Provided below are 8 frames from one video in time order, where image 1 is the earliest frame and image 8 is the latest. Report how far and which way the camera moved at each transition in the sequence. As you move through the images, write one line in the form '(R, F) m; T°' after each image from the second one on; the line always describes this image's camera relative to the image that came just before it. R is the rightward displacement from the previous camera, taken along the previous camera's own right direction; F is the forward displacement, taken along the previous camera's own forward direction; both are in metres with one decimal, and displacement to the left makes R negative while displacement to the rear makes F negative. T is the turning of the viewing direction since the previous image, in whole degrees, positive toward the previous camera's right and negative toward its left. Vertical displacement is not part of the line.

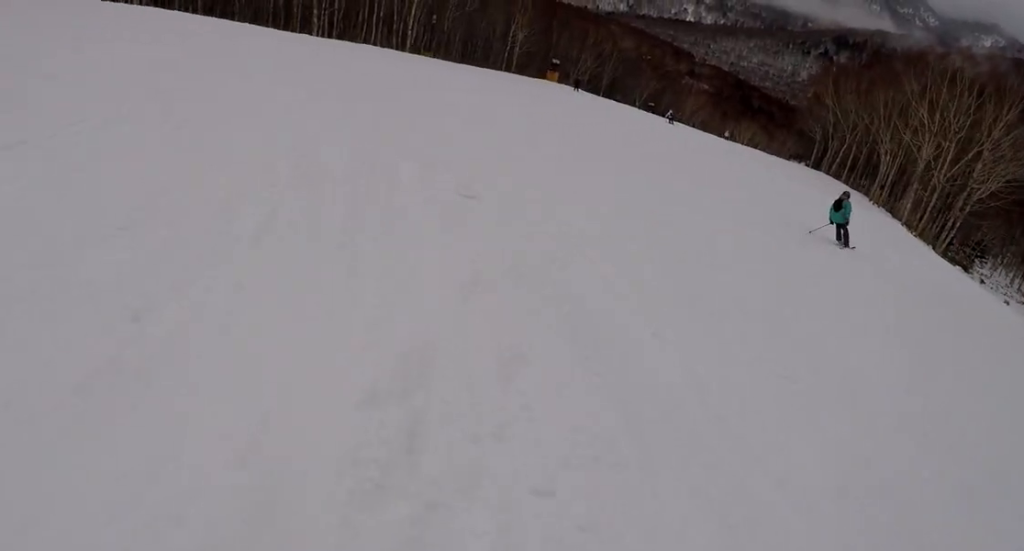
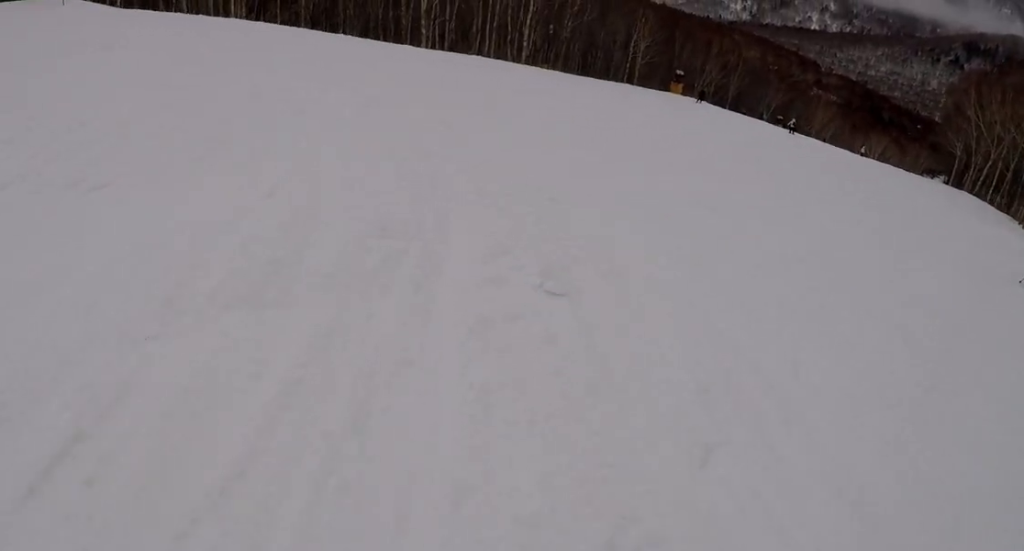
(-0.6, +2.9) m; +5°
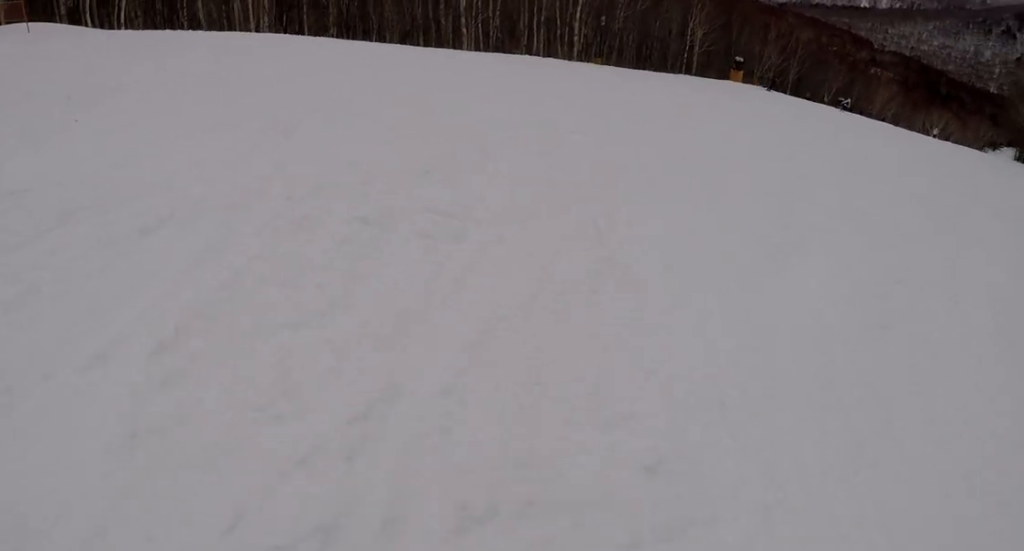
(-0.5, +4.3) m; +10°
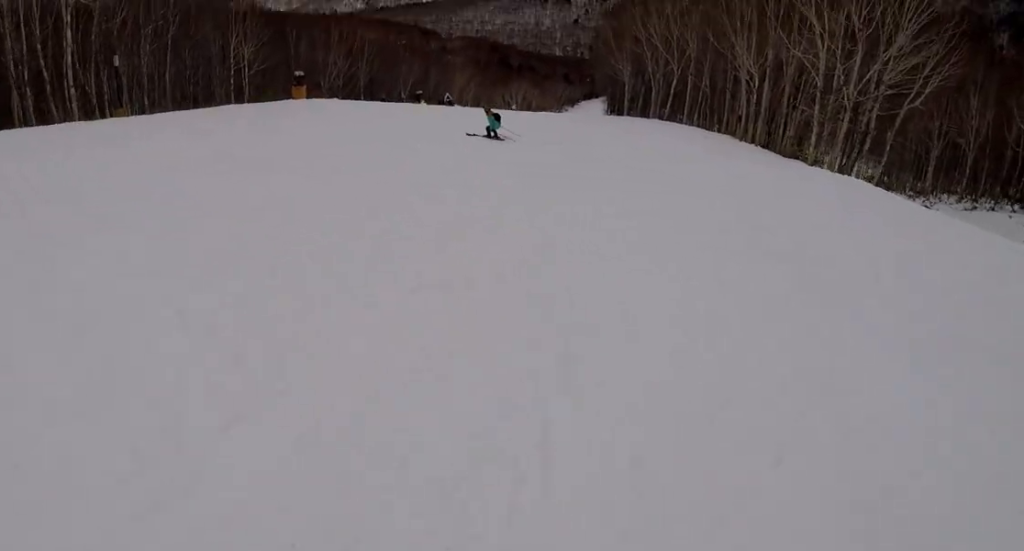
(+4.4, +12.4) m; +18°
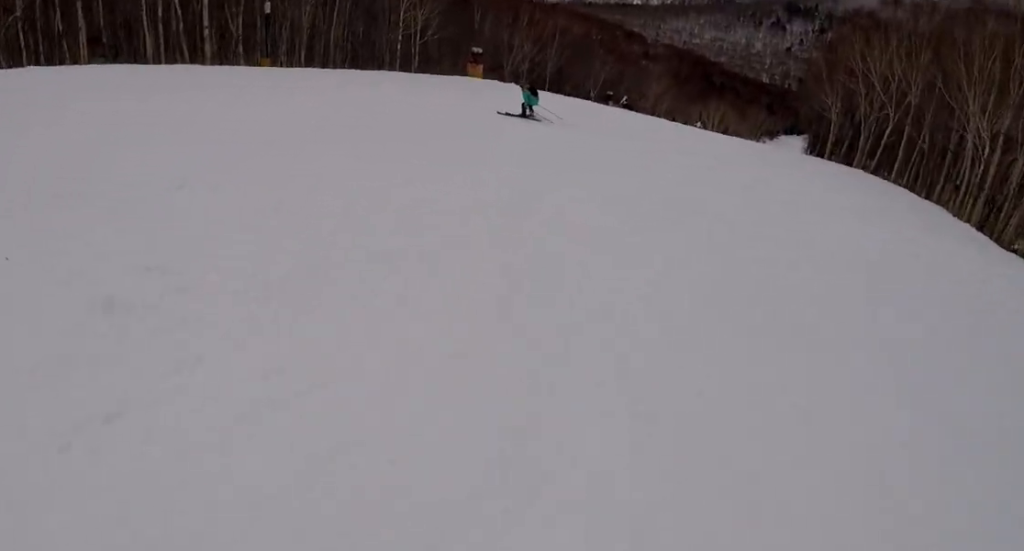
(+0.2, +4.2) m; -14°
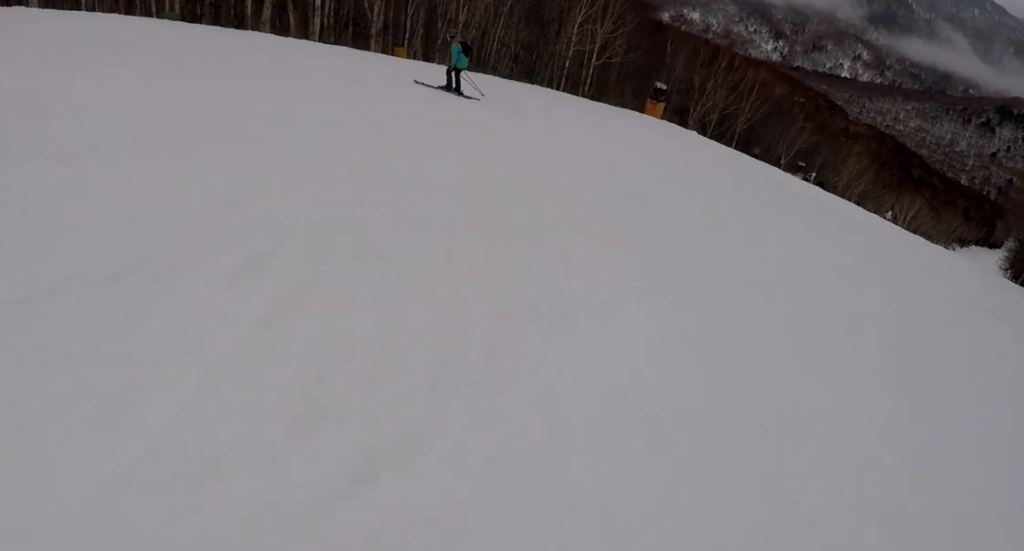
(-2.0, +6.3) m; -19°
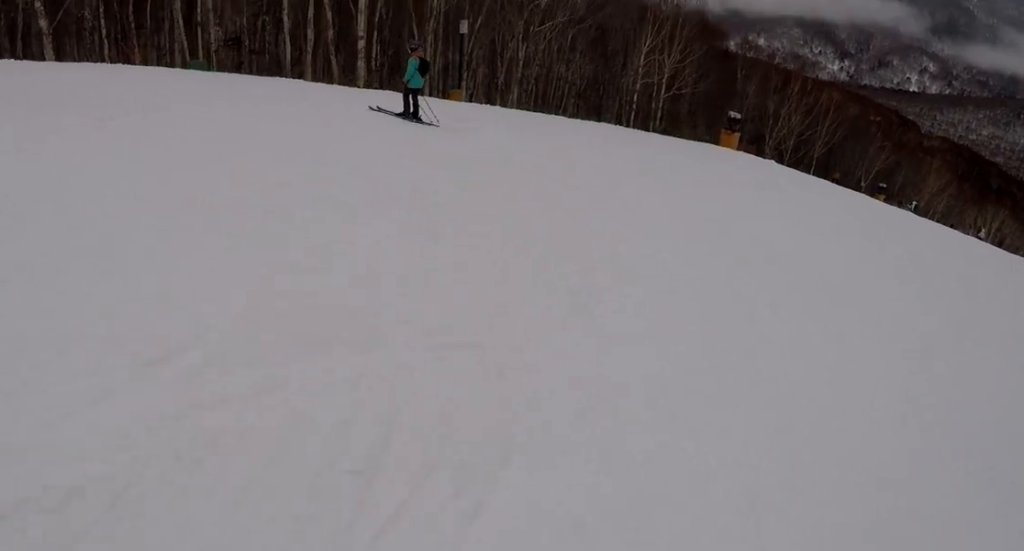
(-0.3, +2.9) m; -5°
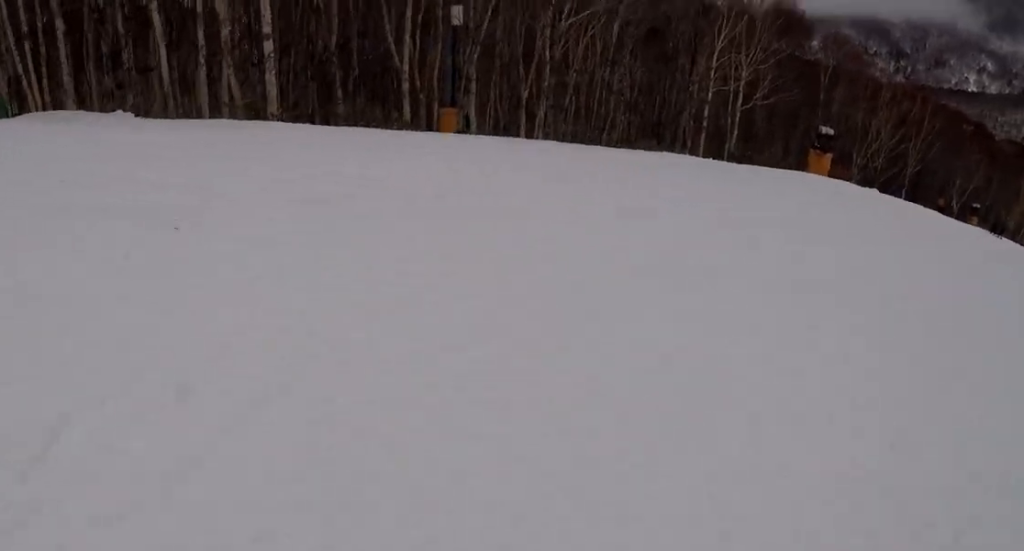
(-0.6, +9.9) m; -3°
